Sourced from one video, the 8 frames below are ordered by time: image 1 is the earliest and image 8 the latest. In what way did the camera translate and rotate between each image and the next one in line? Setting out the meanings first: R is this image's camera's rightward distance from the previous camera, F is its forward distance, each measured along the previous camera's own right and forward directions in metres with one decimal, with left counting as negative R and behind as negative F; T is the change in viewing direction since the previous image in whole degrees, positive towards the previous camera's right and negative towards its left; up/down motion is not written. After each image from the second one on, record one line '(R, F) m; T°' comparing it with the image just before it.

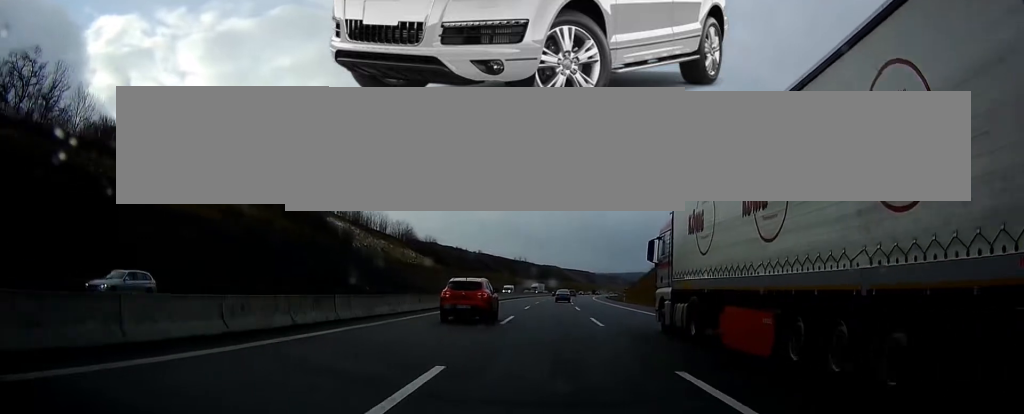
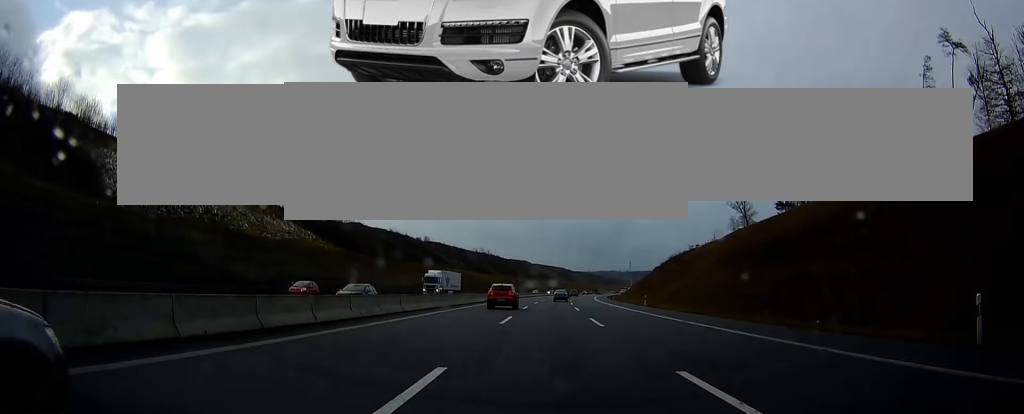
(+1.9, +71.7) m; +3°
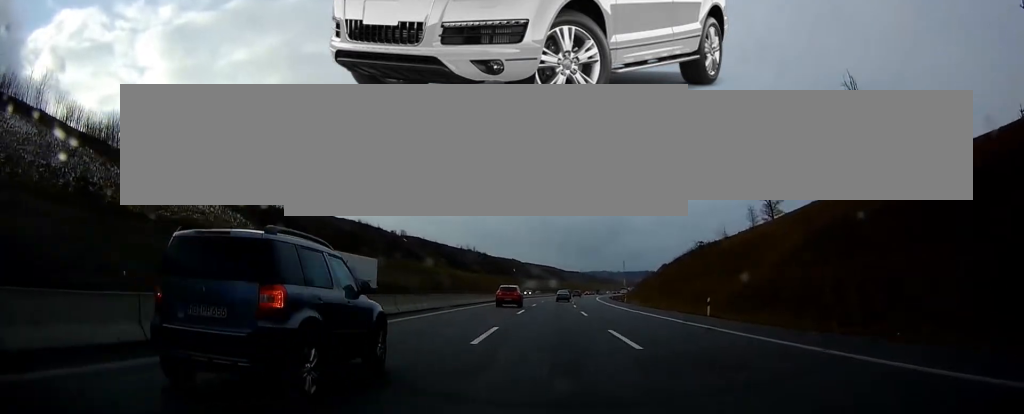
(+0.4, +25.6) m; +1°
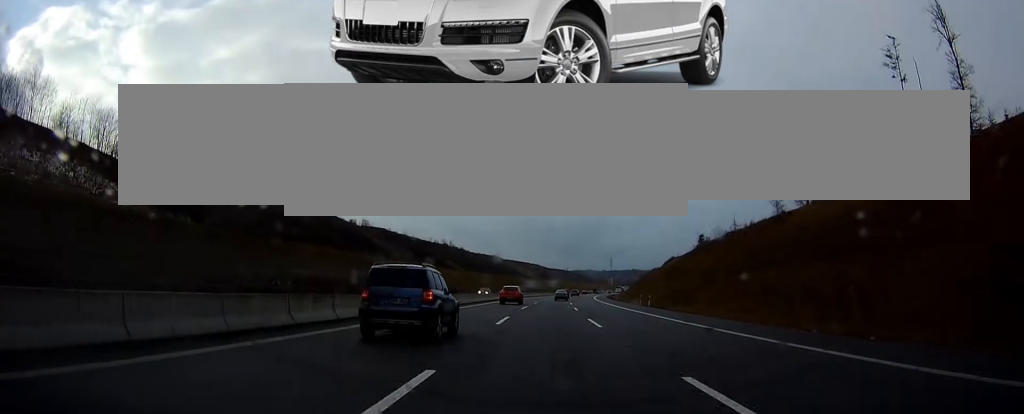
(0.0, +27.9) m; 0°
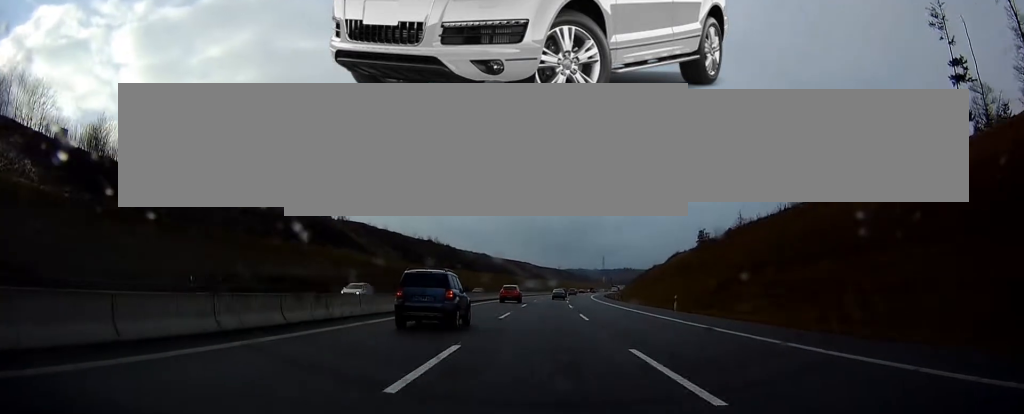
(0.0, +14.5) m; +1°
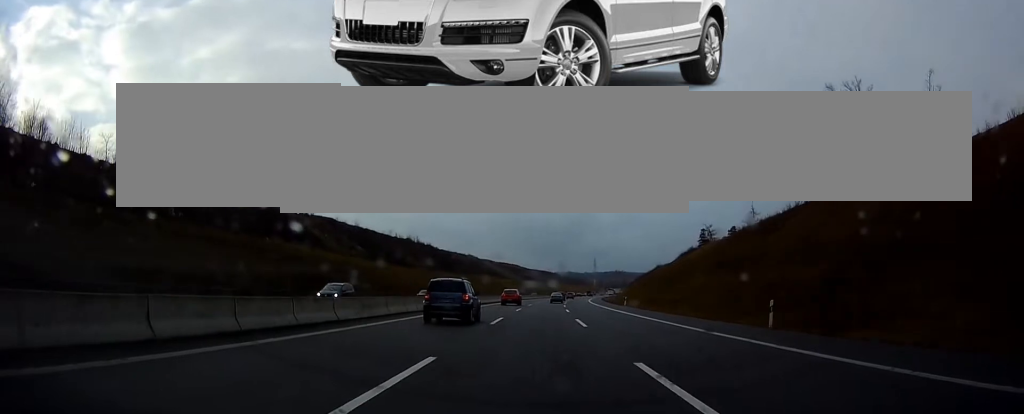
(+0.2, +19.4) m; +1°
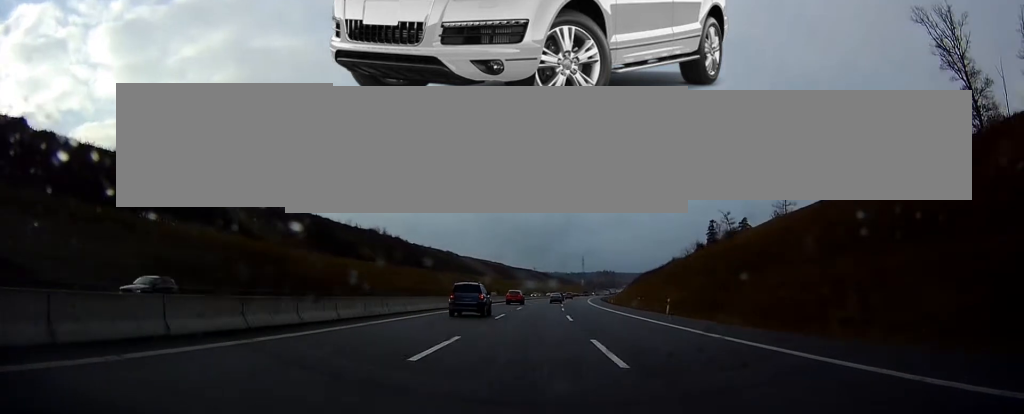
(+0.5, +30.4) m; +2°
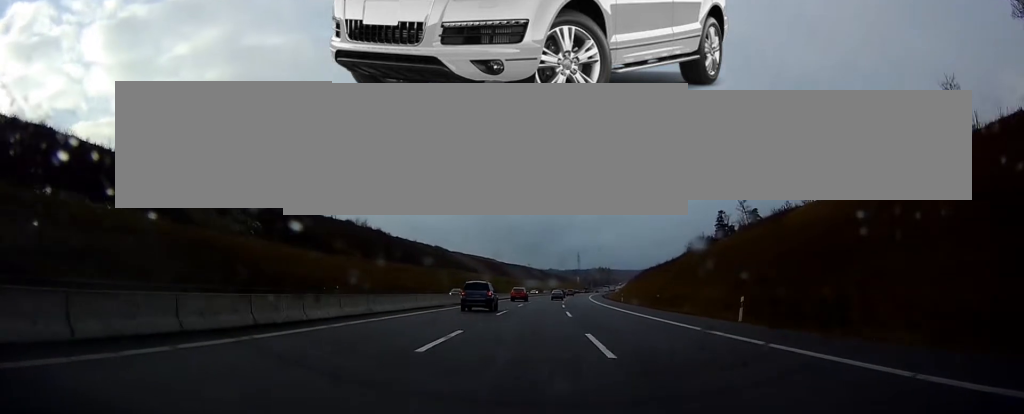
(+0.1, +17.1) m; +1°
